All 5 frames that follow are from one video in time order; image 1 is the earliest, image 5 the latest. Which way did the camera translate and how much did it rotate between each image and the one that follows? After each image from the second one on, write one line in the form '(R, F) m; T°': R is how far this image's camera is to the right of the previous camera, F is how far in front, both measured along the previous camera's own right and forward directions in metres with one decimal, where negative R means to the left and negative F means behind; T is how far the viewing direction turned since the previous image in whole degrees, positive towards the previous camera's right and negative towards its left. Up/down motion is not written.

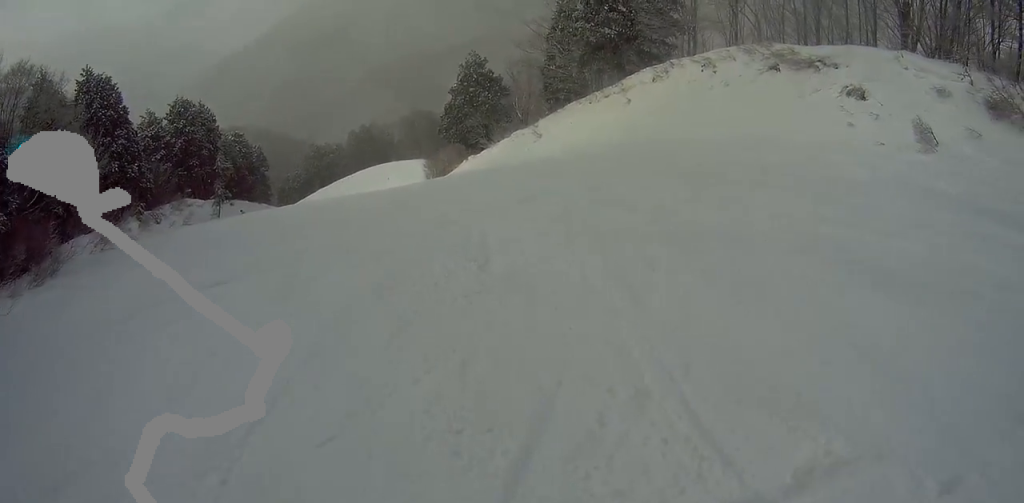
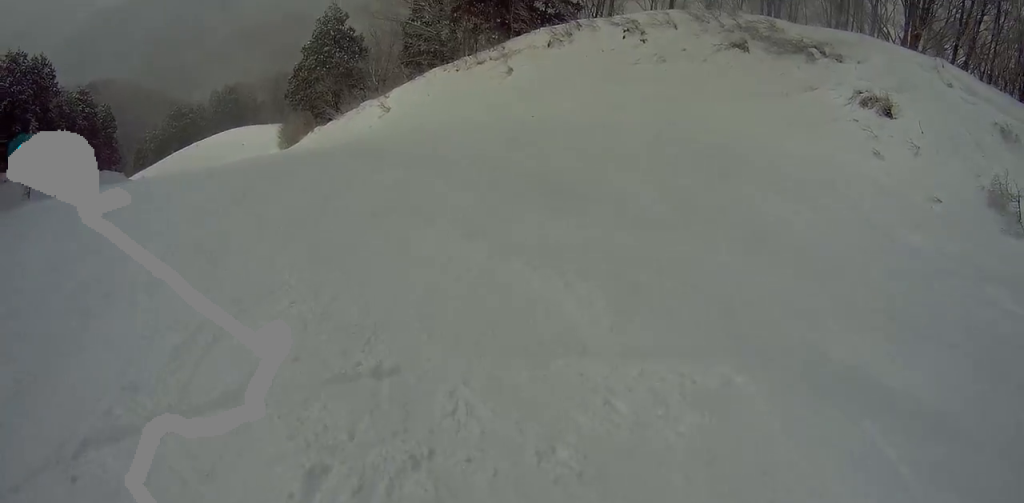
(+2.2, +7.5) m; +40°
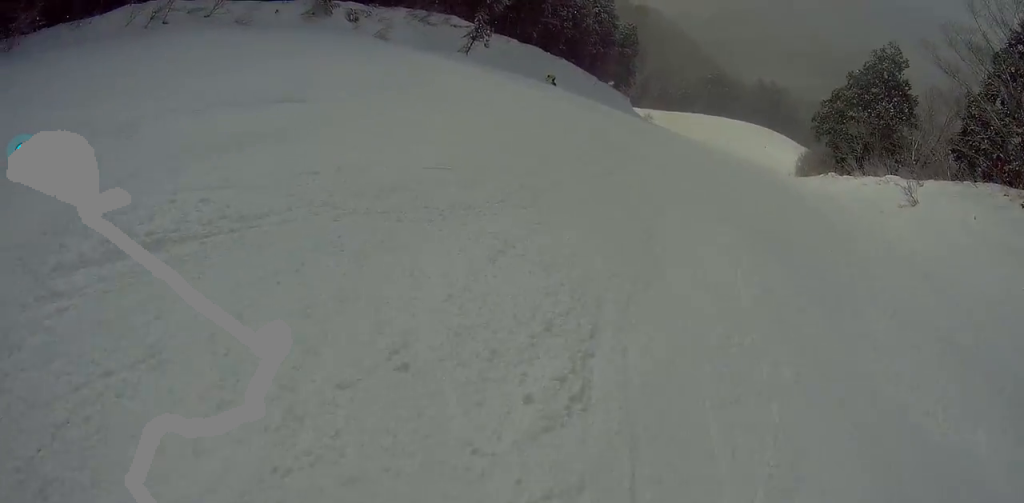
(0.0, +9.3) m; -15°
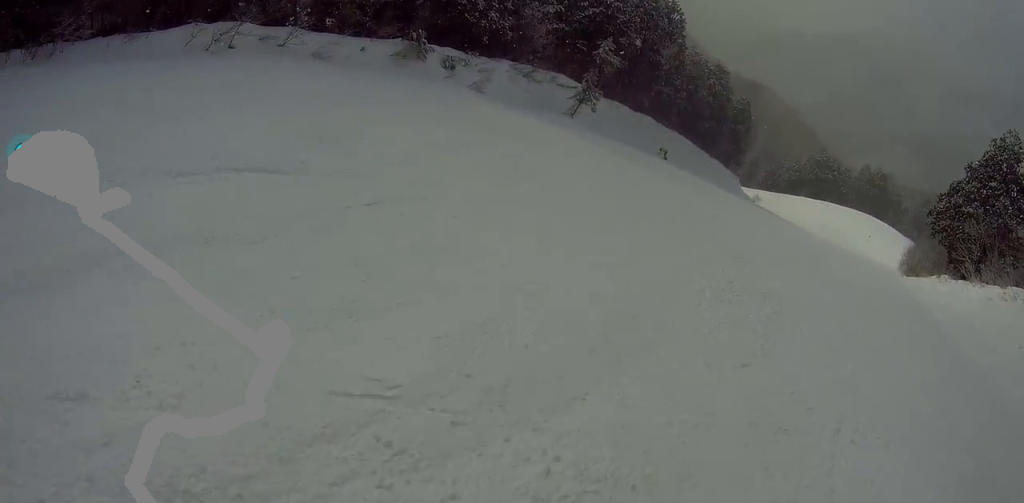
(-0.4, +3.3) m; -6°
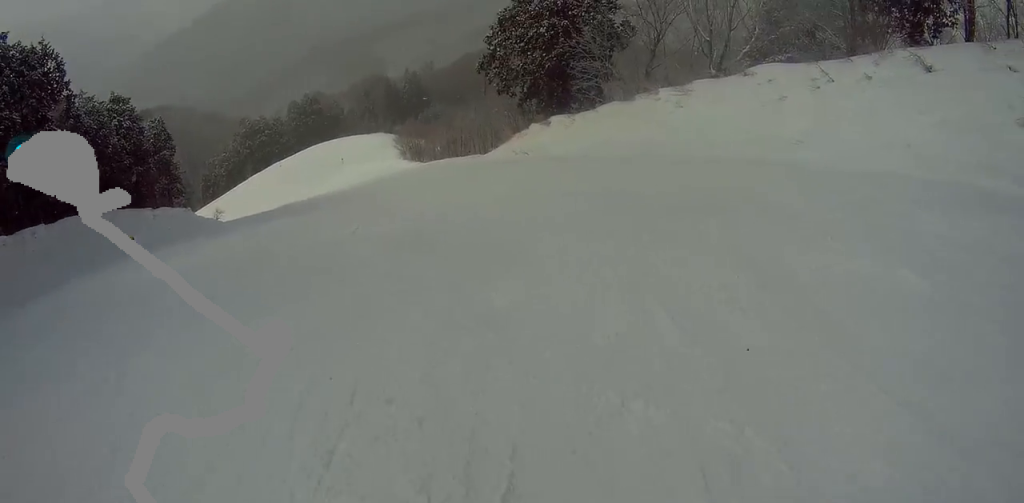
(-3.7, +14.5) m; -25°
